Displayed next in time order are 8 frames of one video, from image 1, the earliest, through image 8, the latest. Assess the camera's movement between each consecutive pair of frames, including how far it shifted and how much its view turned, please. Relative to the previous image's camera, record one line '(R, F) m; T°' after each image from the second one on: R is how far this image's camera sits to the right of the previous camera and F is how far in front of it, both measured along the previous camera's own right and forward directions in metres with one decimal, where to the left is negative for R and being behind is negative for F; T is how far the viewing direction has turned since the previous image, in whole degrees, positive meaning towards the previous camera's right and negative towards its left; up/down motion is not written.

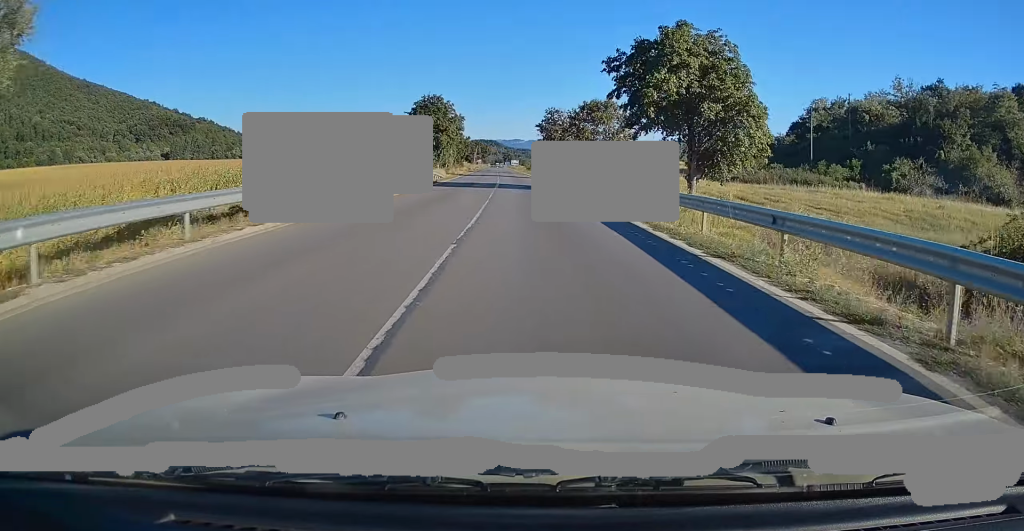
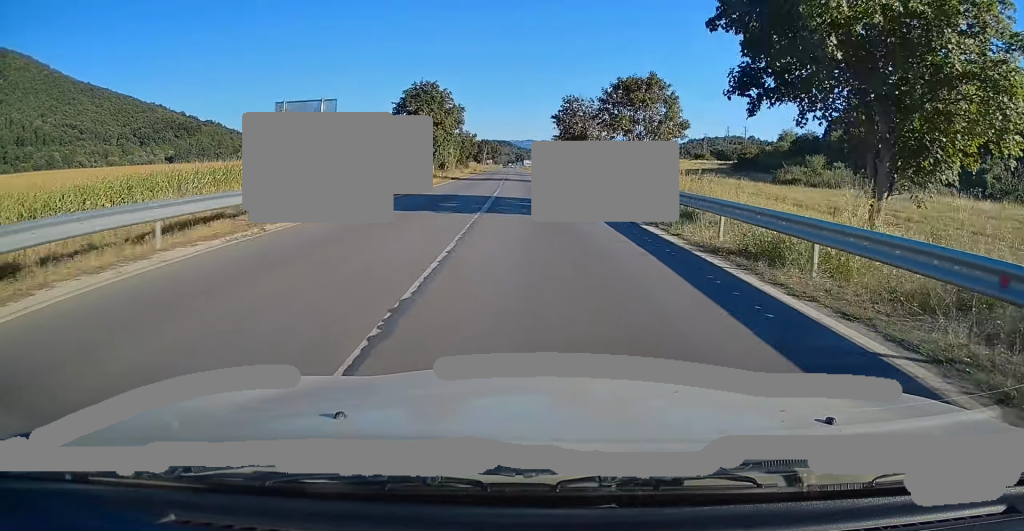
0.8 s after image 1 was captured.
(-0.3, +17.3) m; -1°
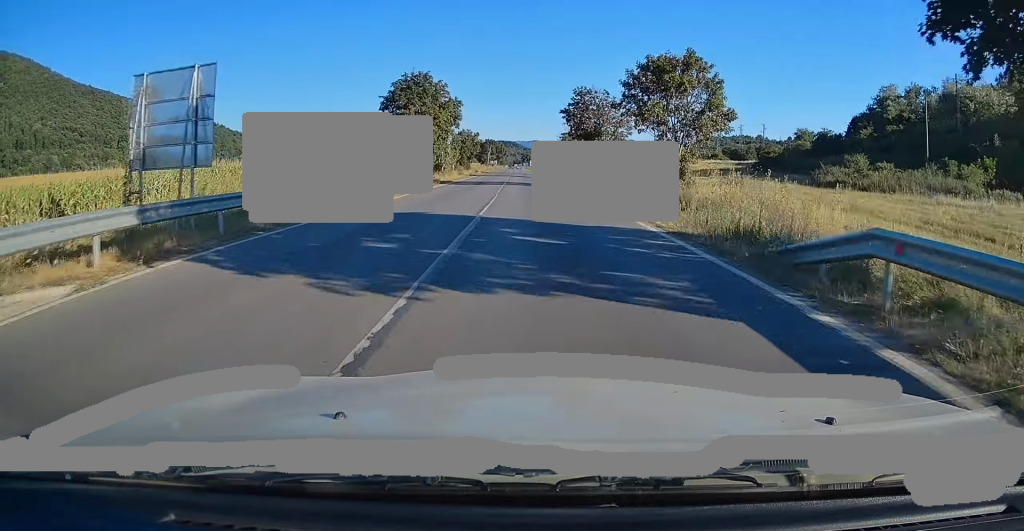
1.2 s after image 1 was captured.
(-0.1, +9.8) m; -1°
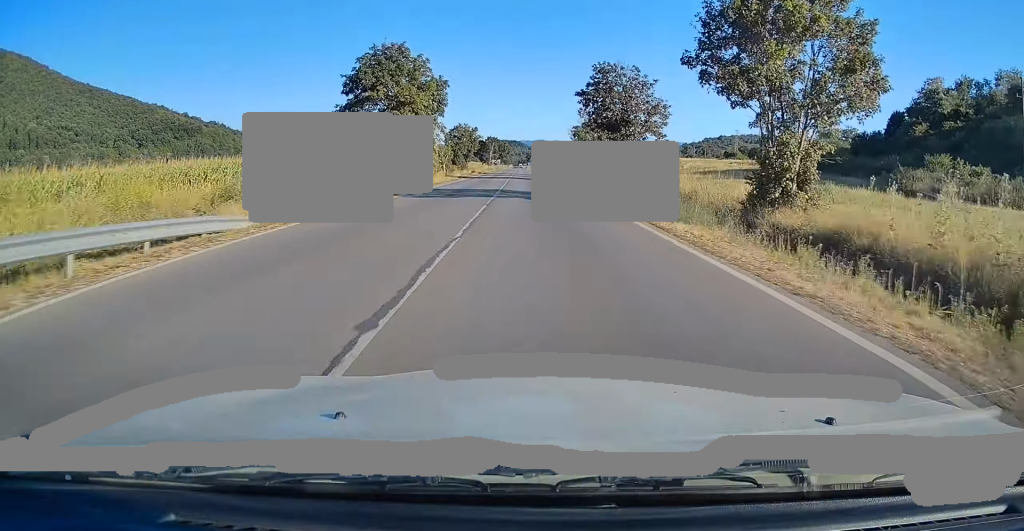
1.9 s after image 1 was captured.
(-0.2, +16.6) m; -1°
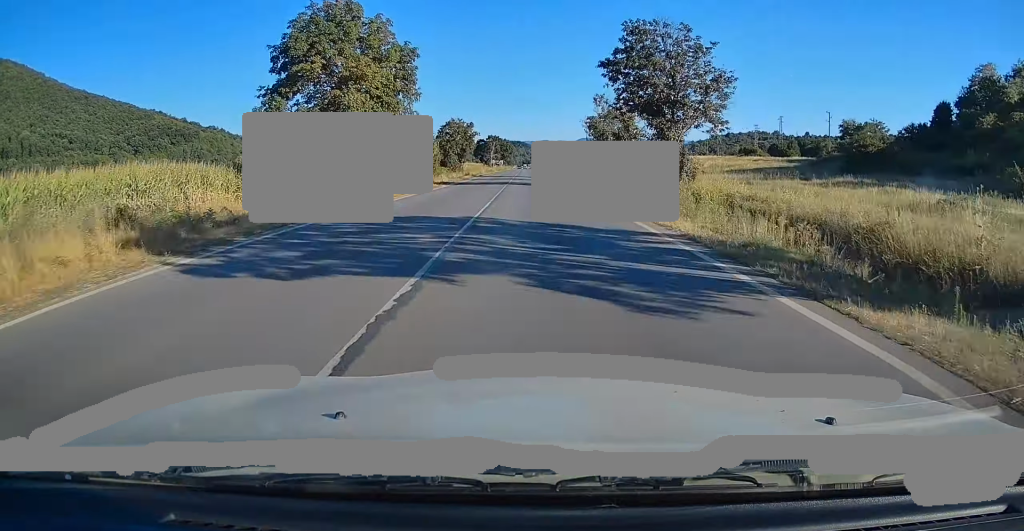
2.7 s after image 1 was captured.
(-0.1, +16.7) m; 0°
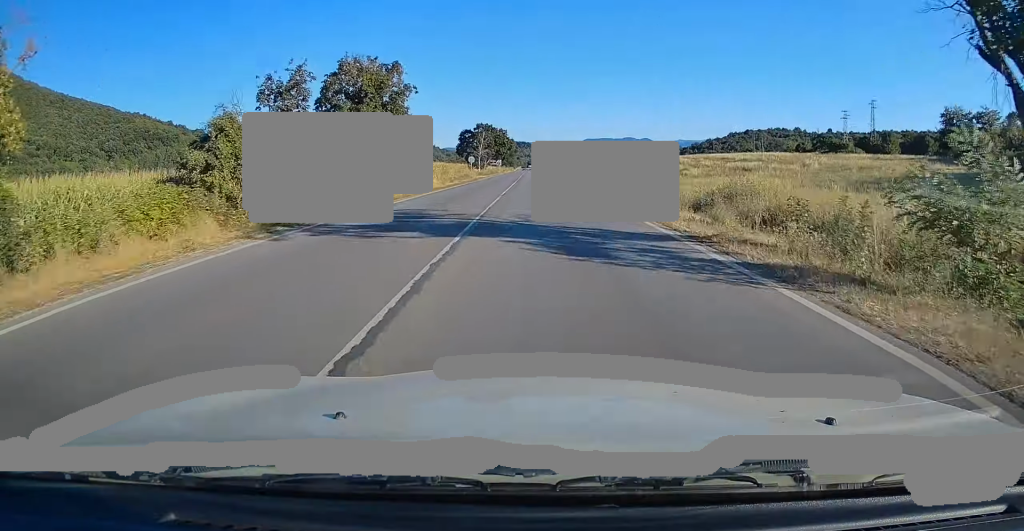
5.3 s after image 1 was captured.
(-0.2, +60.9) m; 0°
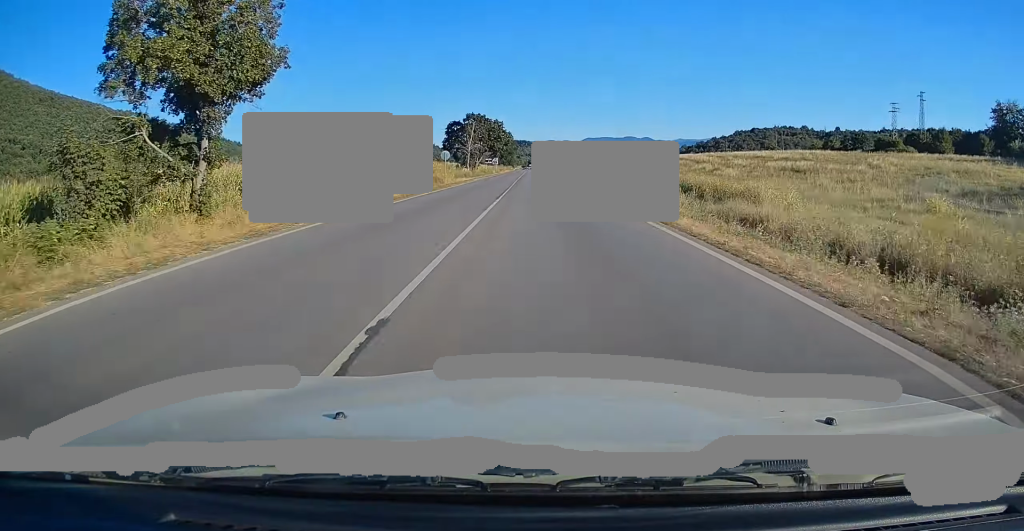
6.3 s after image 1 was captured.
(0.0, +23.0) m; 0°
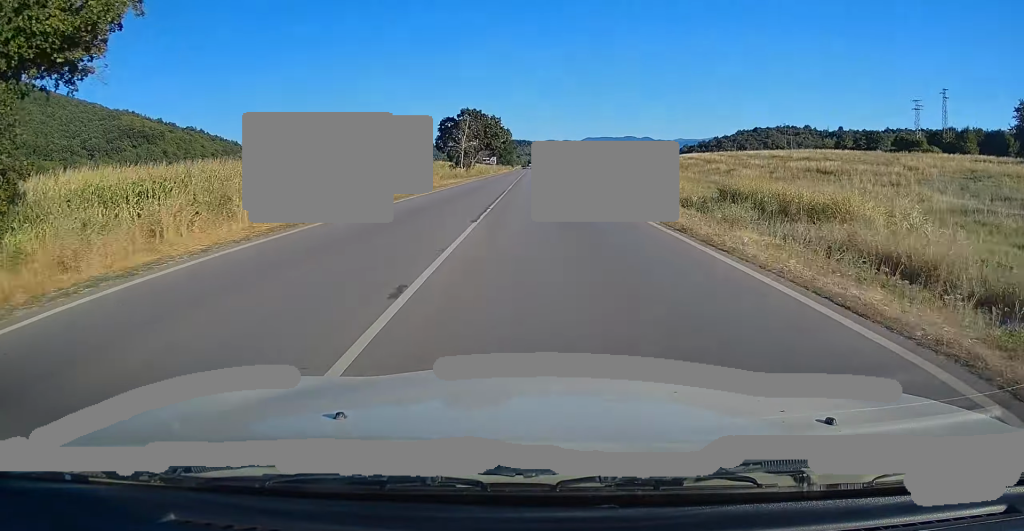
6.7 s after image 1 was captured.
(0.0, +9.2) m; 0°
